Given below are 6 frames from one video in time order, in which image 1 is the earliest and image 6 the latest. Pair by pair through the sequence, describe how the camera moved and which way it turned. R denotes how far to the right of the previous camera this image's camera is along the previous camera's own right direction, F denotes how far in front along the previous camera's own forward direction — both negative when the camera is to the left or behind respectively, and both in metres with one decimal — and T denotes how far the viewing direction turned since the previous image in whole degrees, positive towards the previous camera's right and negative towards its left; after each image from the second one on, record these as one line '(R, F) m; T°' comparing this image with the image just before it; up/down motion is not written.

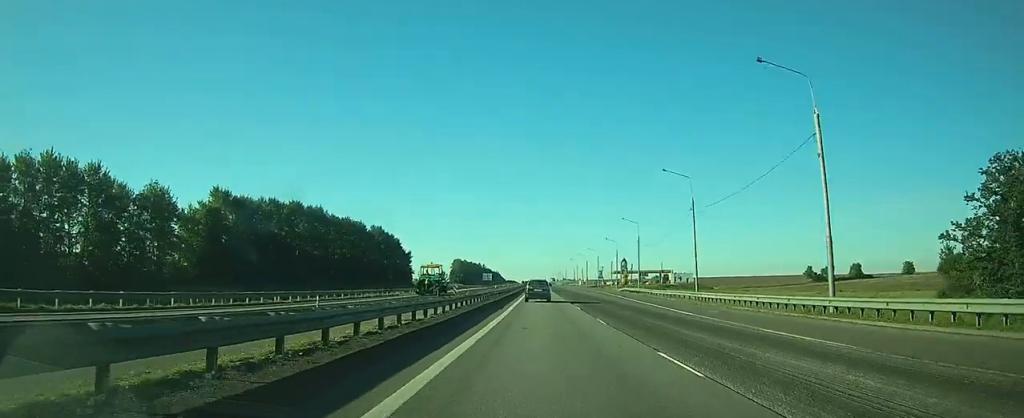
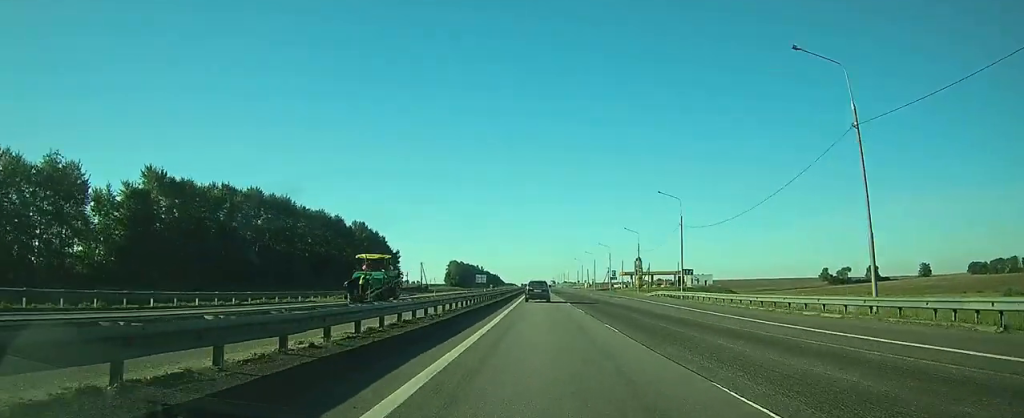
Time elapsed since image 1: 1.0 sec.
(0.0, +27.9) m; 0°
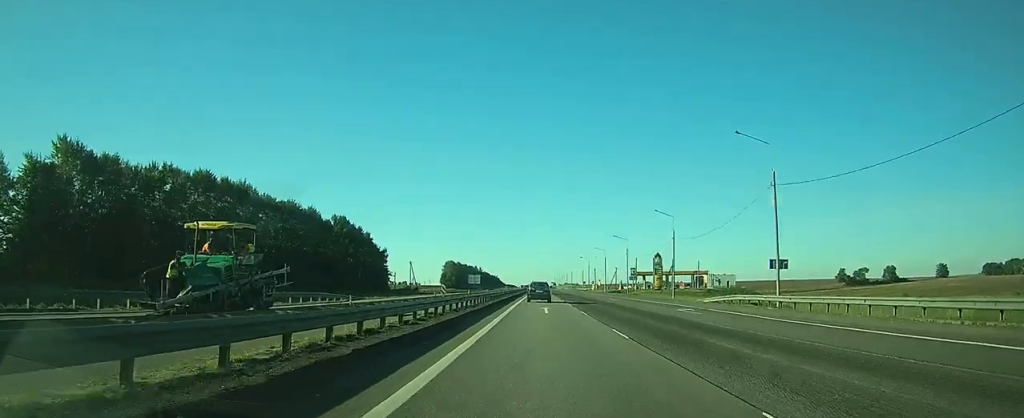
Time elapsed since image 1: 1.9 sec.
(0.0, +26.2) m; 0°
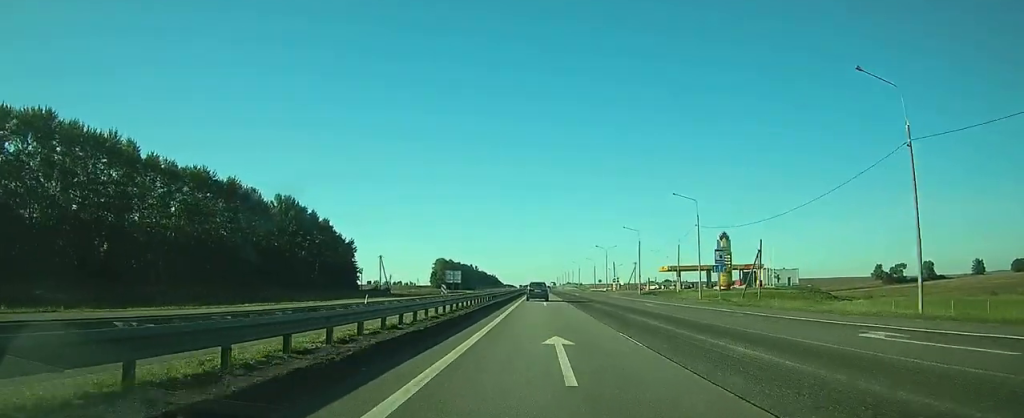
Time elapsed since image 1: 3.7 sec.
(-0.1, +50.6) m; 0°
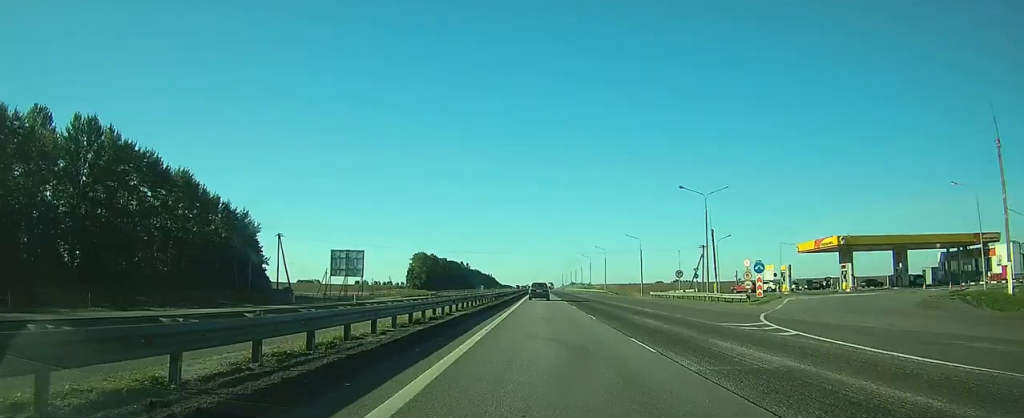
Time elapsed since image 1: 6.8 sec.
(0.0, +81.8) m; 0°
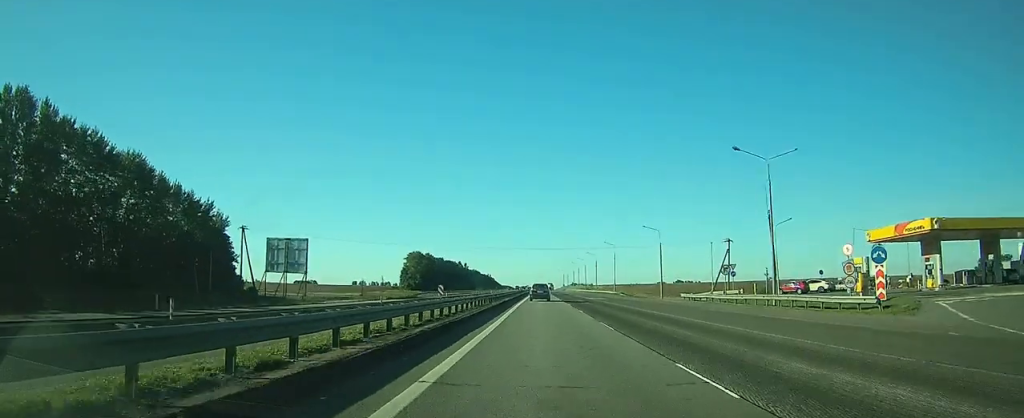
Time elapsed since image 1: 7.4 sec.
(-0.1, +14.8) m; 0°
